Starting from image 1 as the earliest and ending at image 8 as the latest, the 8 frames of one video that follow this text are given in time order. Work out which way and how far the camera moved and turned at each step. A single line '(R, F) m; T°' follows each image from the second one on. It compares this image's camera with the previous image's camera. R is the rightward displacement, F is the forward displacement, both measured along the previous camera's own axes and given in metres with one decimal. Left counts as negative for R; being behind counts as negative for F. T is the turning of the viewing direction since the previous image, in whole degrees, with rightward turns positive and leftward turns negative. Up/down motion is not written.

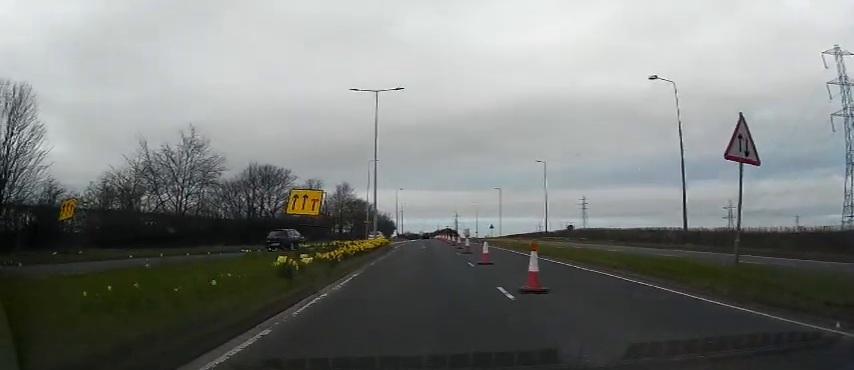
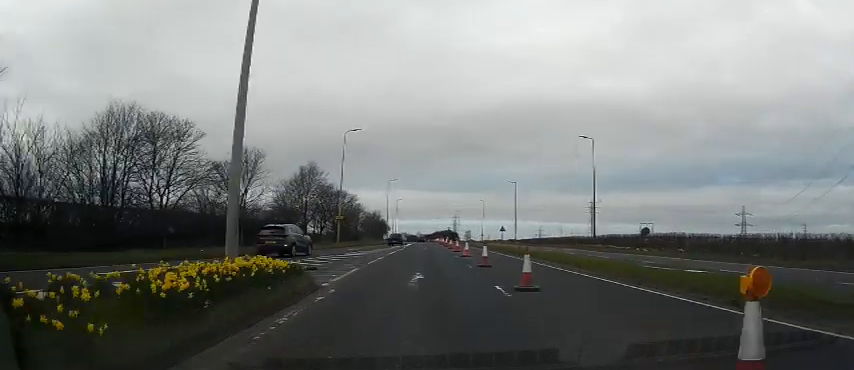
(-0.1, +24.2) m; 0°
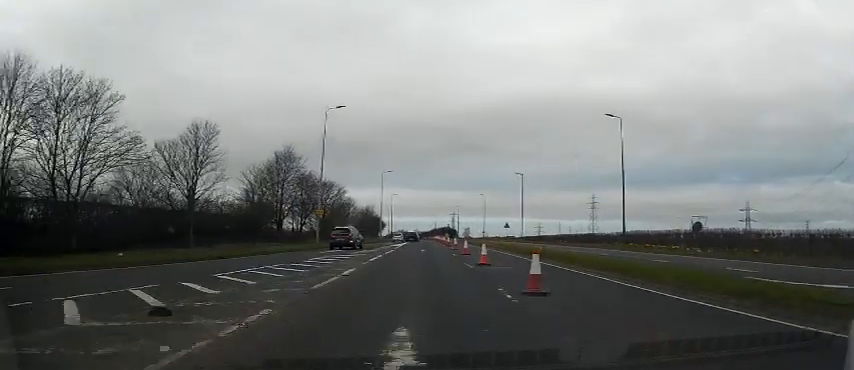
(+0.2, +9.8) m; 0°
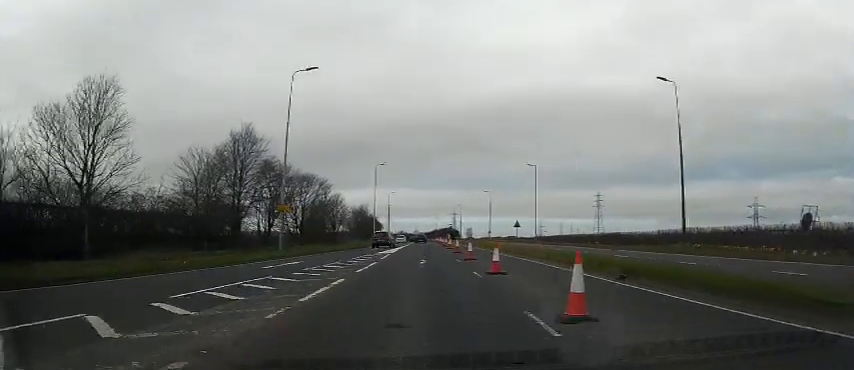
(-0.3, +11.8) m; 0°
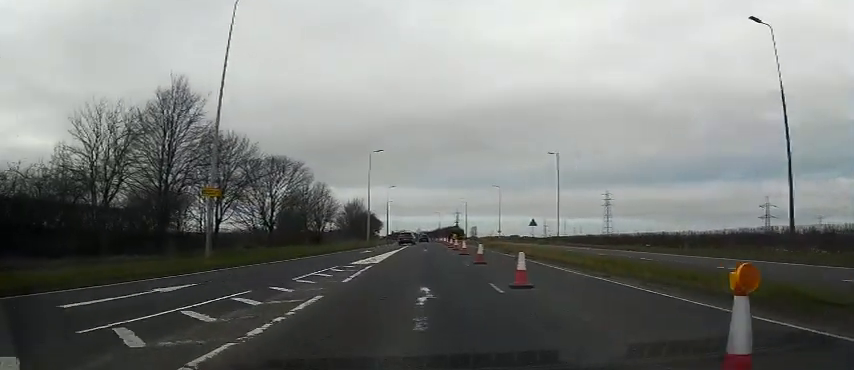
(+0.3, +12.4) m; 0°
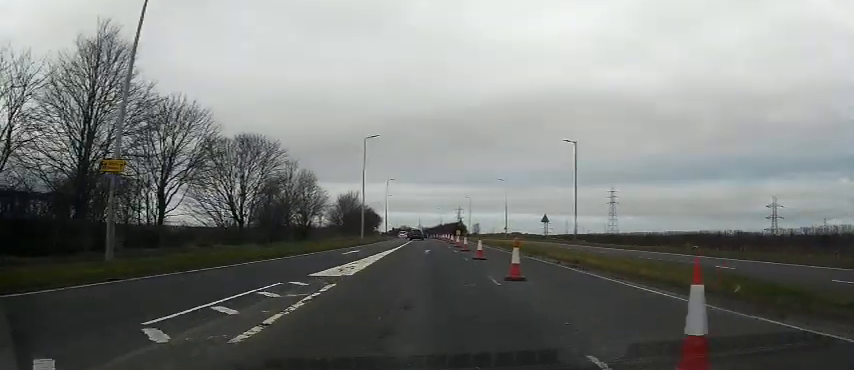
(-0.2, +7.7) m; -1°
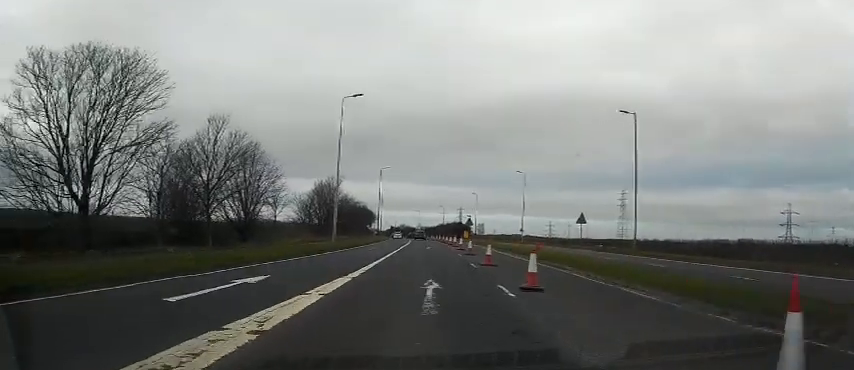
(-0.2, +18.6) m; 0°
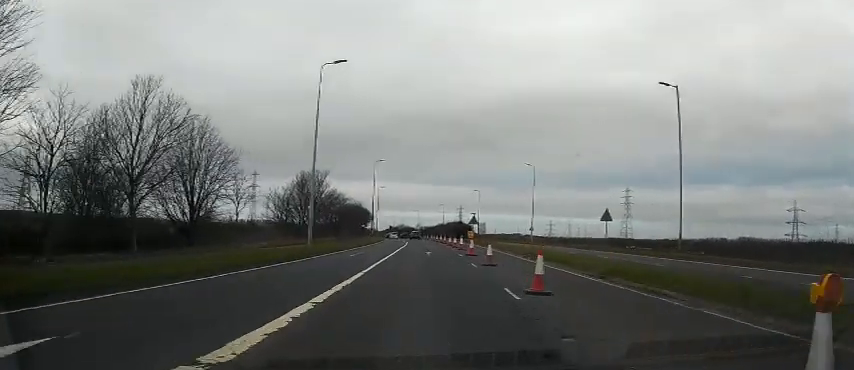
(-0.1, +8.8) m; +1°
